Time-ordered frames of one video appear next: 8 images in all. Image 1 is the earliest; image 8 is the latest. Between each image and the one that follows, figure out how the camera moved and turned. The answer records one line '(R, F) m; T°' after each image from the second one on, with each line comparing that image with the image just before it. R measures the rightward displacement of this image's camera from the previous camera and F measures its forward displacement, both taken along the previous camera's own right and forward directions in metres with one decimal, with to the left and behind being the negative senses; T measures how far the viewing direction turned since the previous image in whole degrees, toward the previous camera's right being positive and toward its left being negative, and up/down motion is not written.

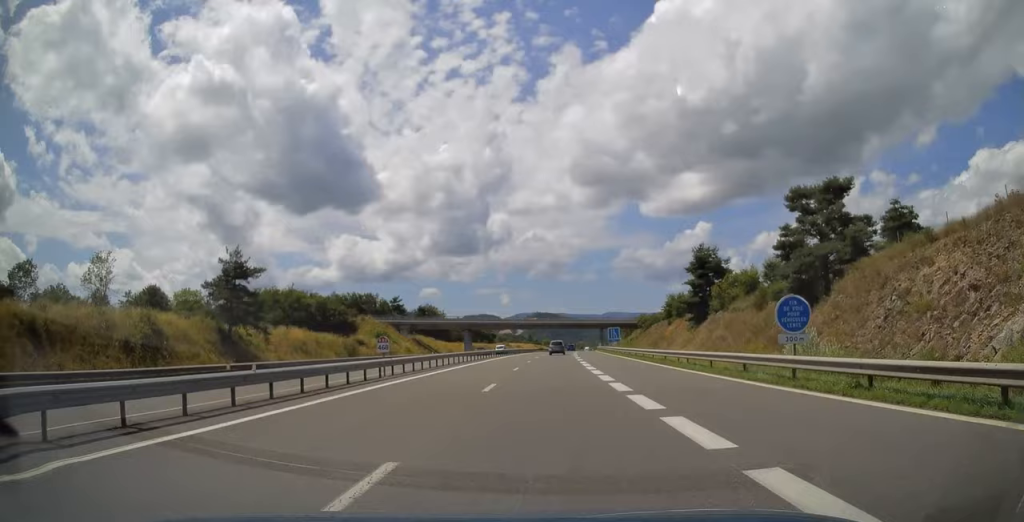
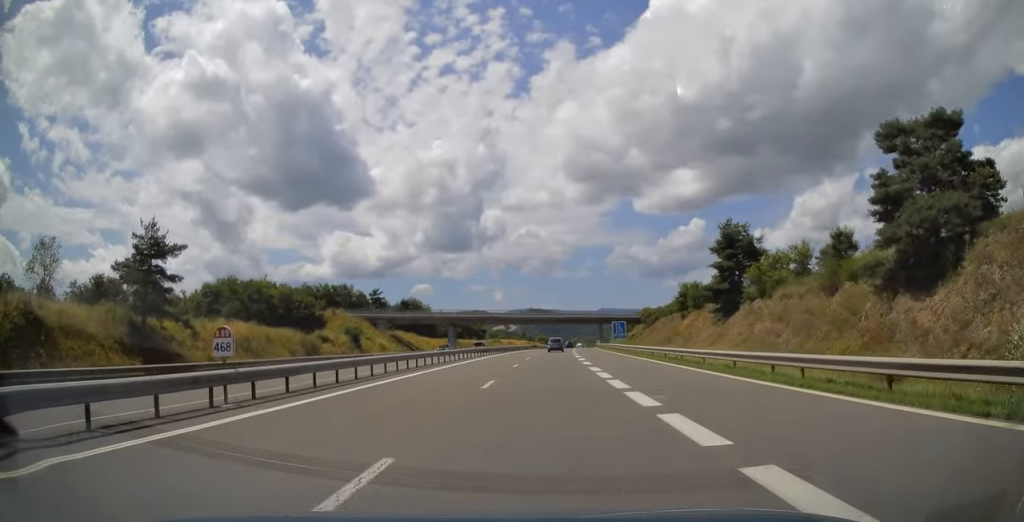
(0.0, +12.8) m; 0°
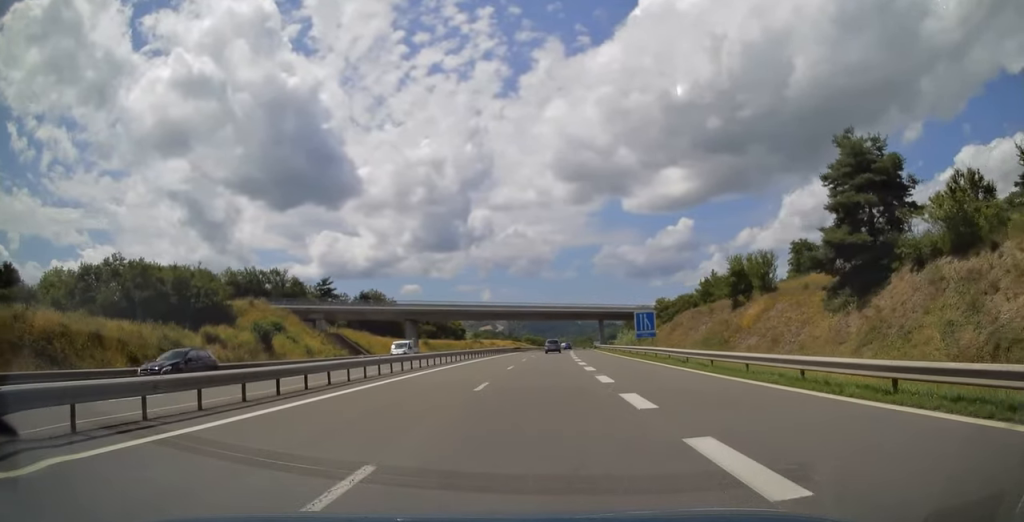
(+0.3, +26.1) m; +1°
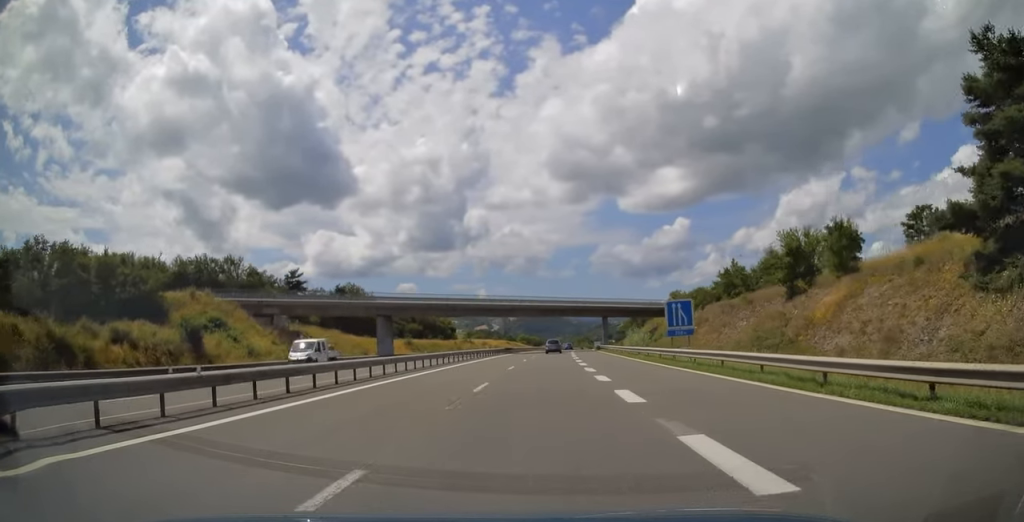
(+0.2, +13.3) m; 0°
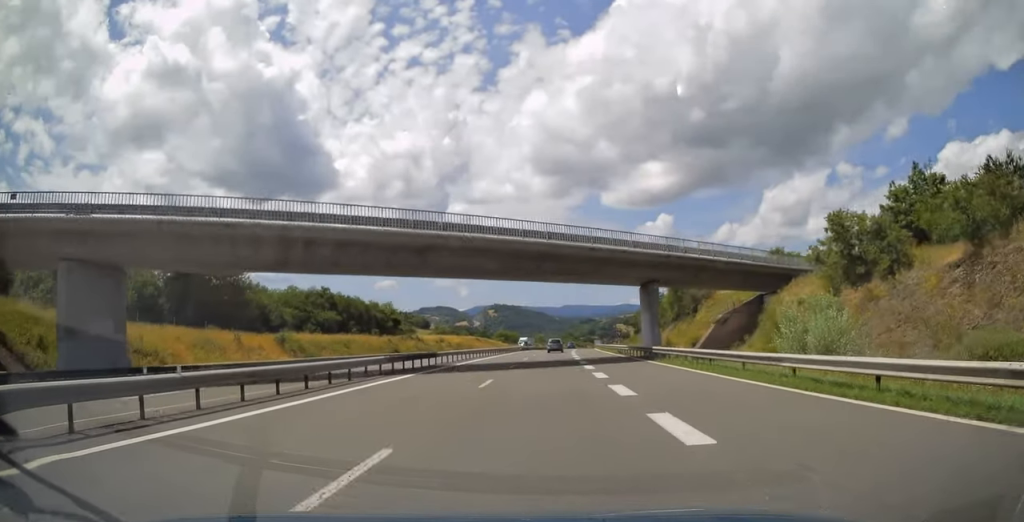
(+0.6, +51.0) m; +2°
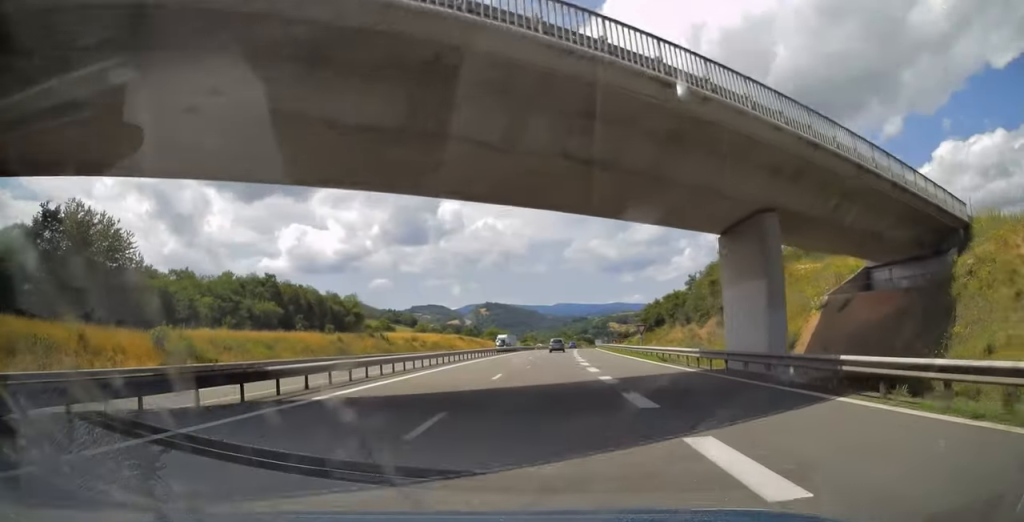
(+0.3, +22.2) m; +1°
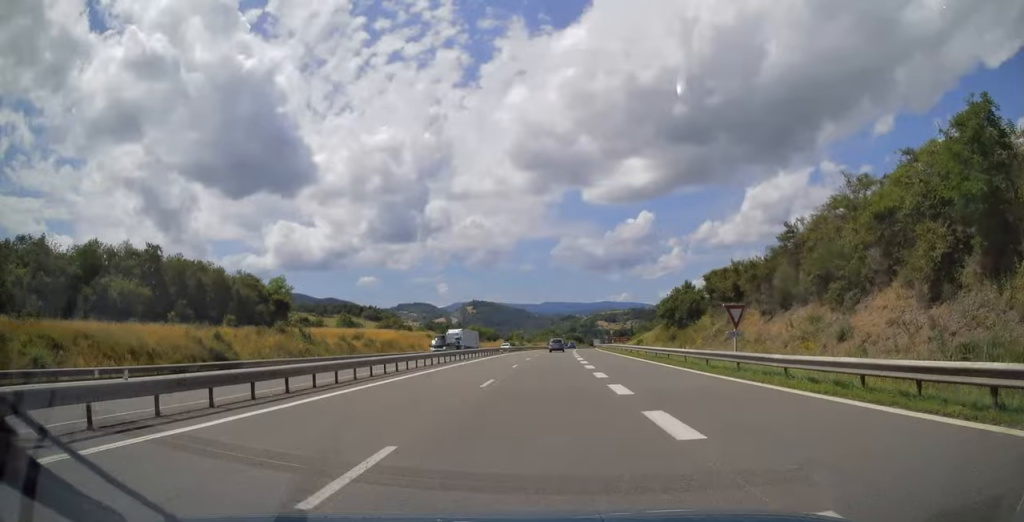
(+0.5, +29.4) m; +1°
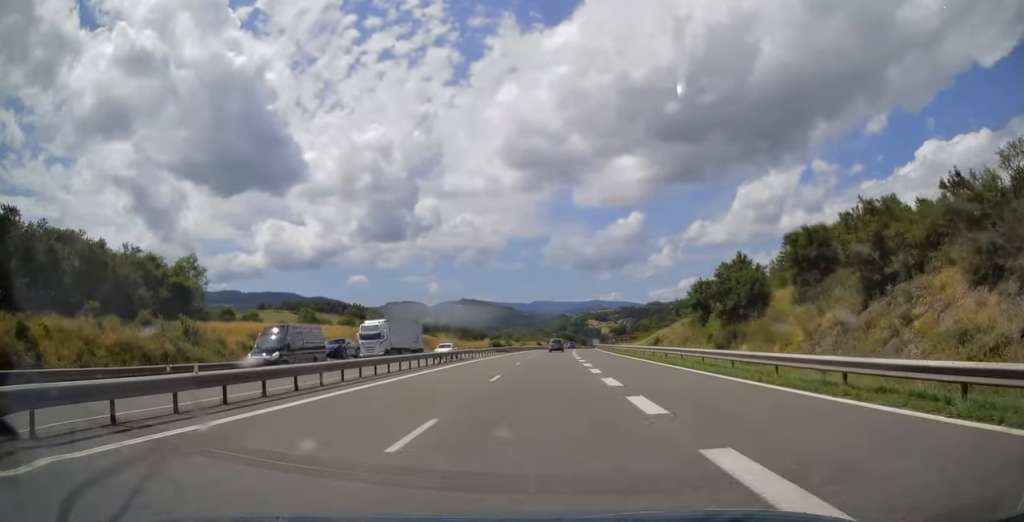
(+0.1, +23.2) m; 0°
